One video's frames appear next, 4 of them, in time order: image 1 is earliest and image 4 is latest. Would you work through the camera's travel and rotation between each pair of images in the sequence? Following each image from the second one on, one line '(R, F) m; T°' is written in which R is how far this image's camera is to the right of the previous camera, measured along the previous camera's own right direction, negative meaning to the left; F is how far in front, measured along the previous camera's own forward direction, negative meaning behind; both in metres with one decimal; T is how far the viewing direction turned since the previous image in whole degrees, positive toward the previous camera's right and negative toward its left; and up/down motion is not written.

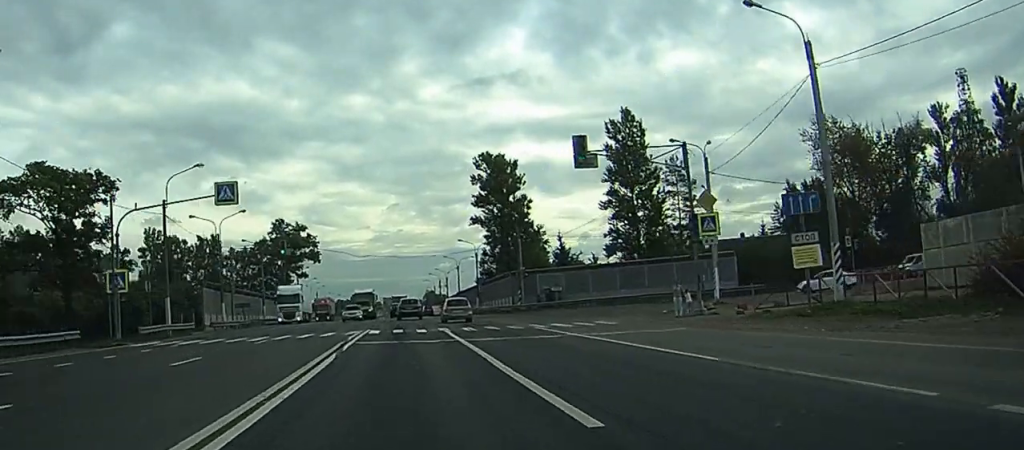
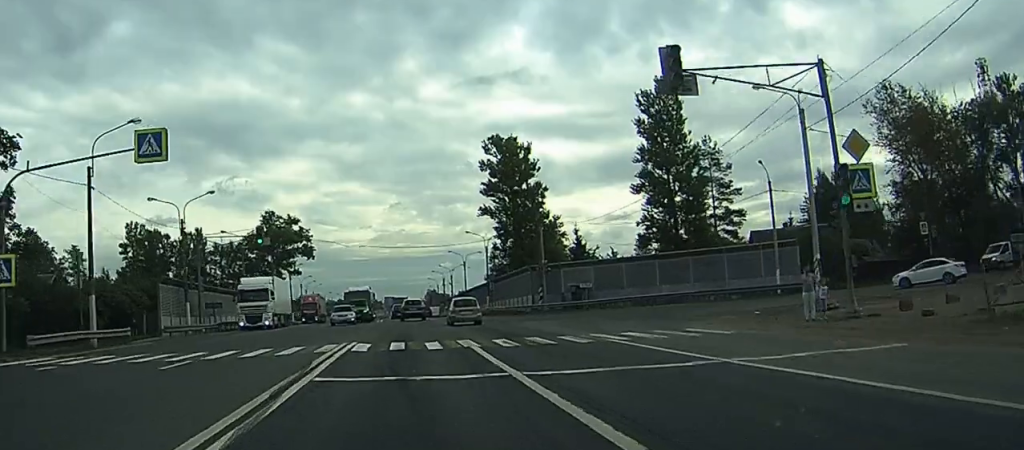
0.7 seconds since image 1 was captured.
(0.0, +12.9) m; 0°
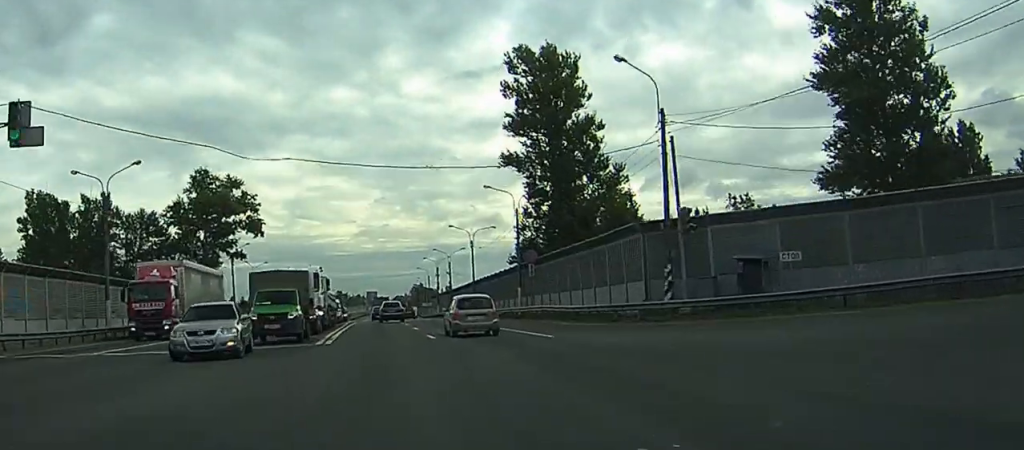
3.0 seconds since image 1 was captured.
(+0.1, +39.8) m; +1°
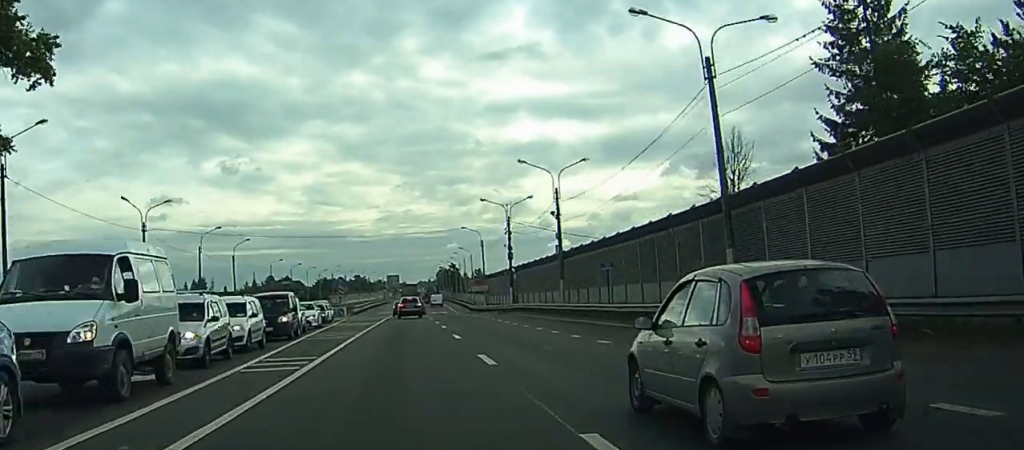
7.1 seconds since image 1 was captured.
(+1.5, +68.5) m; +8°
